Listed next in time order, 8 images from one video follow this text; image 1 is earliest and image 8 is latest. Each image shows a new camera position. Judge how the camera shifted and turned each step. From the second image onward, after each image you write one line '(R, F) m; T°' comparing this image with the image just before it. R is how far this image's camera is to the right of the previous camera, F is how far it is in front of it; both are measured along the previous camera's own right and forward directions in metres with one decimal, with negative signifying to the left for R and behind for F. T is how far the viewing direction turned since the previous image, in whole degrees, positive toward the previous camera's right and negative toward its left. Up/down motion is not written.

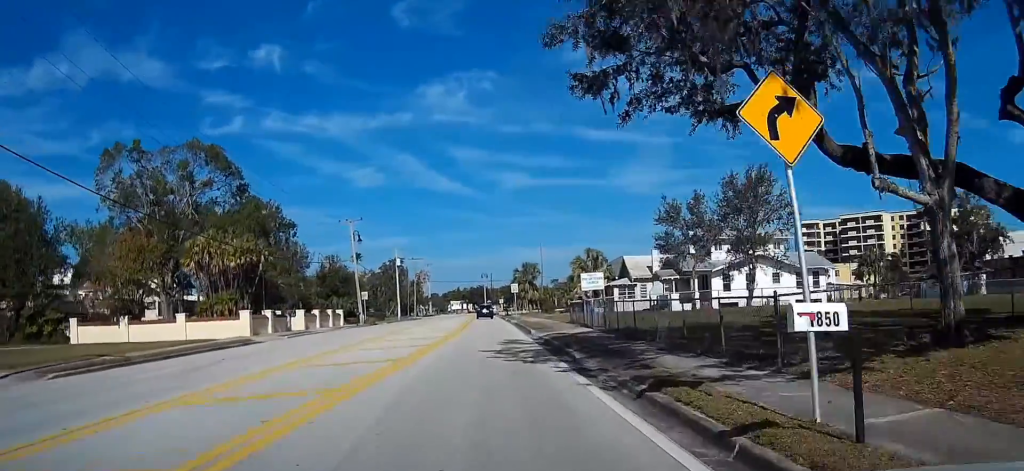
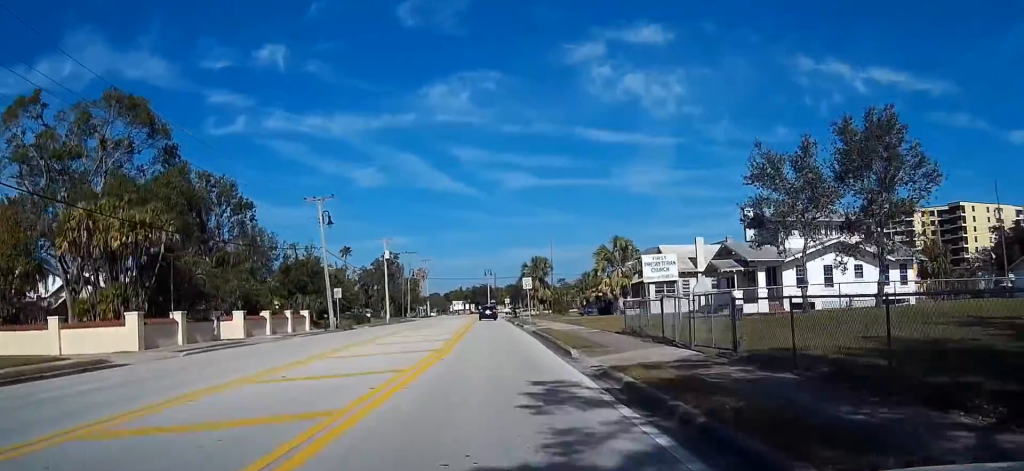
(0.0, +15.8) m; 0°
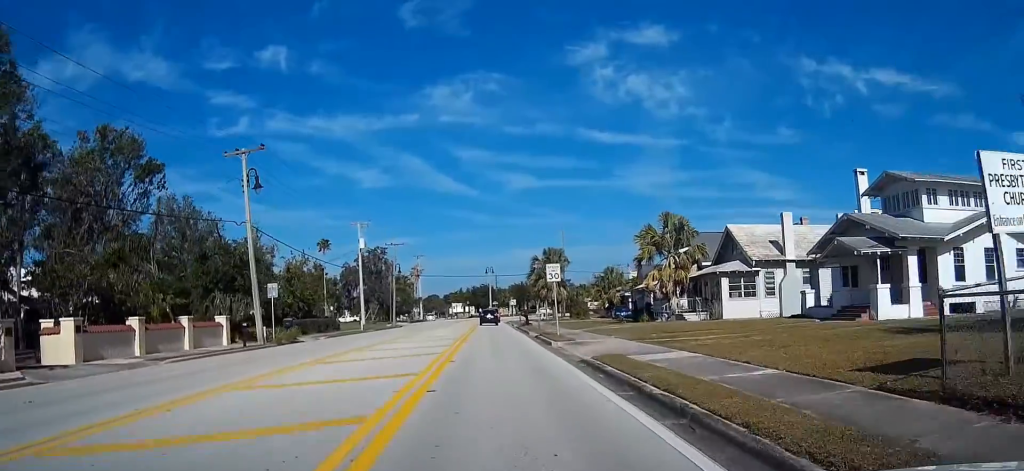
(0.0, +19.4) m; 0°
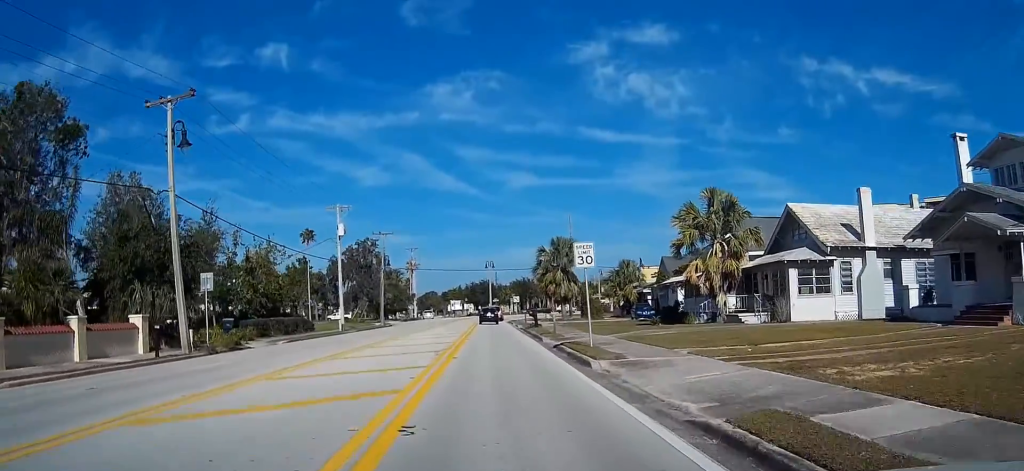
(-0.1, +10.4) m; 0°
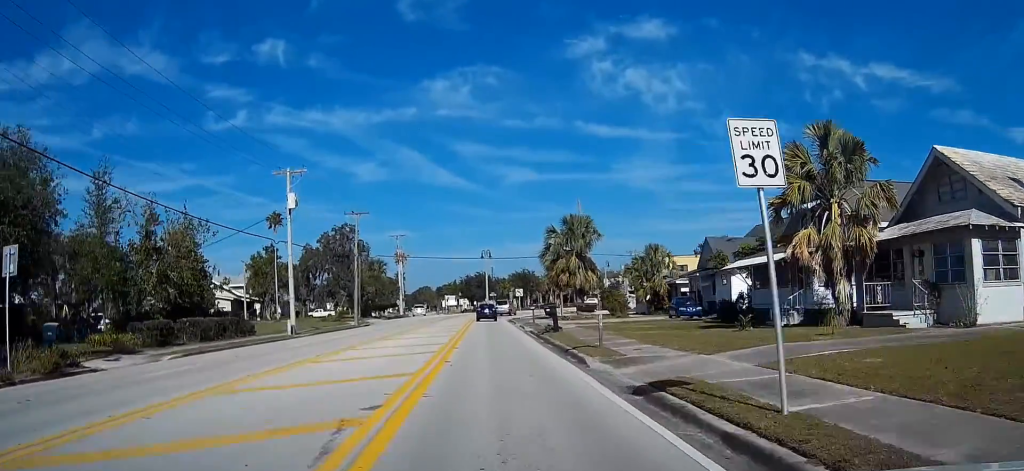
(+0.1, +15.0) m; +1°
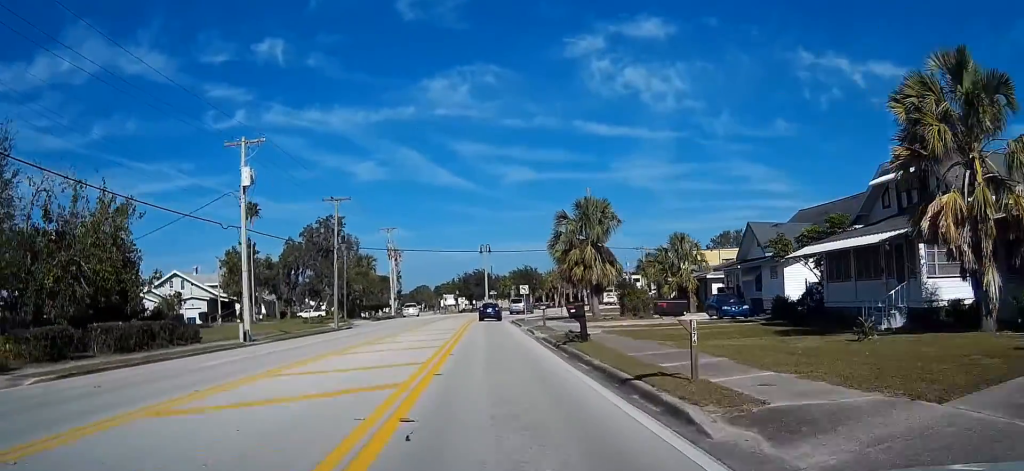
(0.0, +9.1) m; 0°
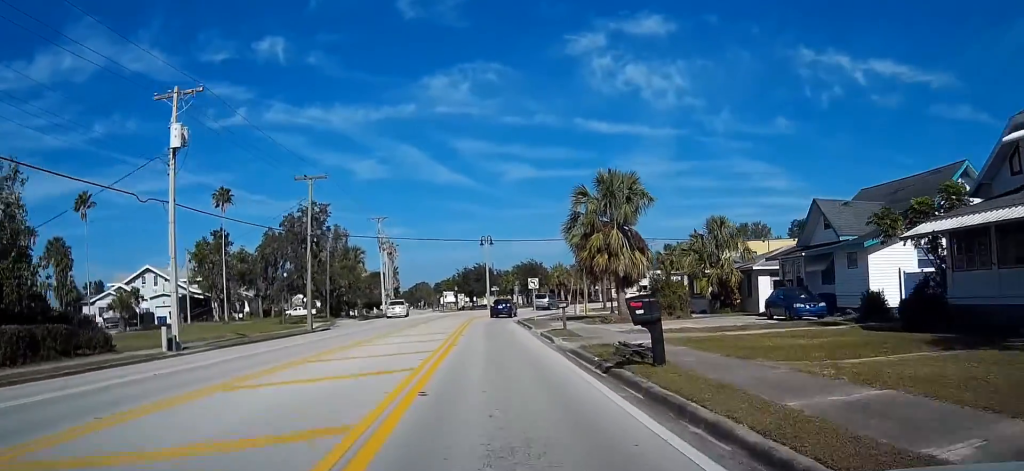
(0.0, +9.5) m; 0°
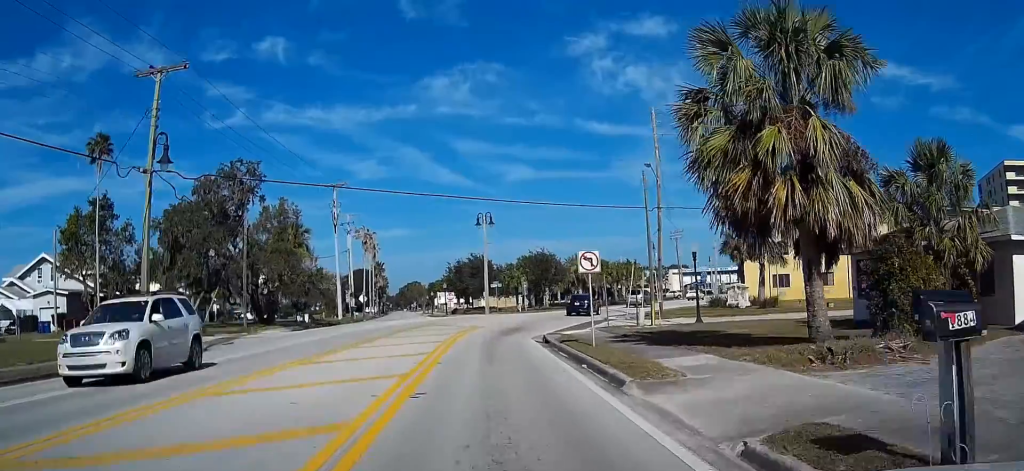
(+0.1, +25.5) m; 0°
